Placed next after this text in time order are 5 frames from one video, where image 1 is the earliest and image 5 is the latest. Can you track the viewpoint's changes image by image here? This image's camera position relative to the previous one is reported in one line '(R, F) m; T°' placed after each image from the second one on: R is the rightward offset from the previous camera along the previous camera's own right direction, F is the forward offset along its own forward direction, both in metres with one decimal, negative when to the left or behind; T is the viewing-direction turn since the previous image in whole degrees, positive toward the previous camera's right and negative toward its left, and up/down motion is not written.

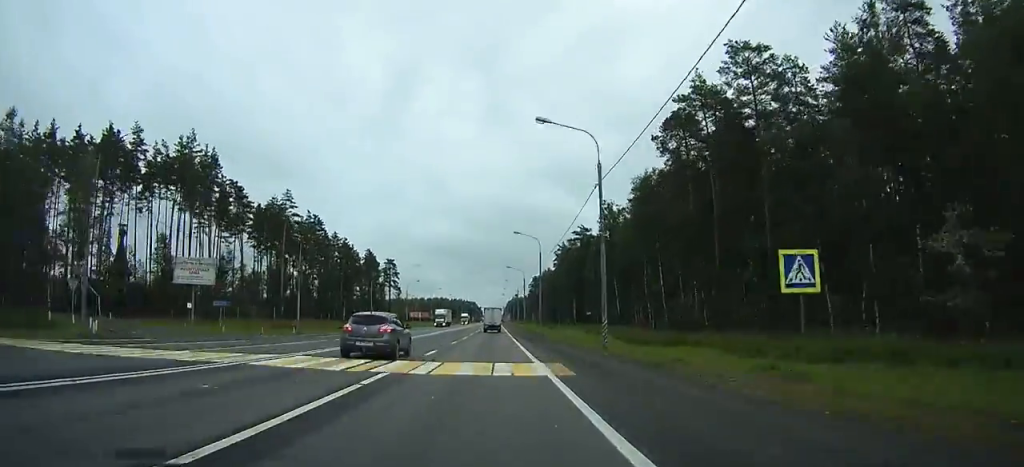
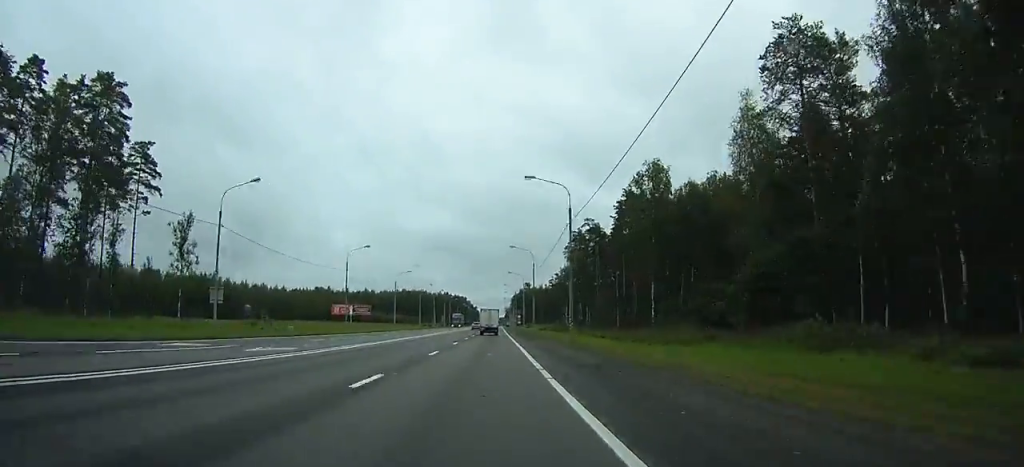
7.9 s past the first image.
(+0.9, +184.5) m; 0°
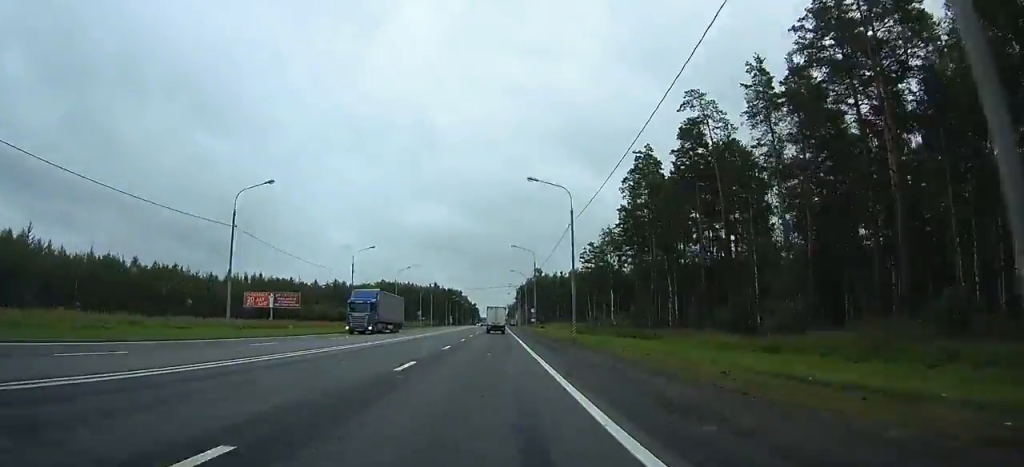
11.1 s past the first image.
(-0.1, +73.2) m; 0°
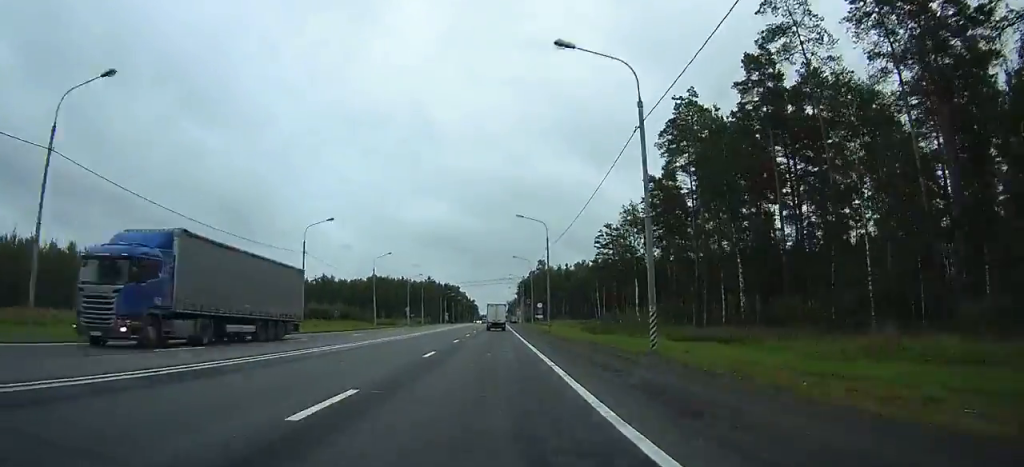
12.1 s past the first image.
(0.0, +19.6) m; 0°
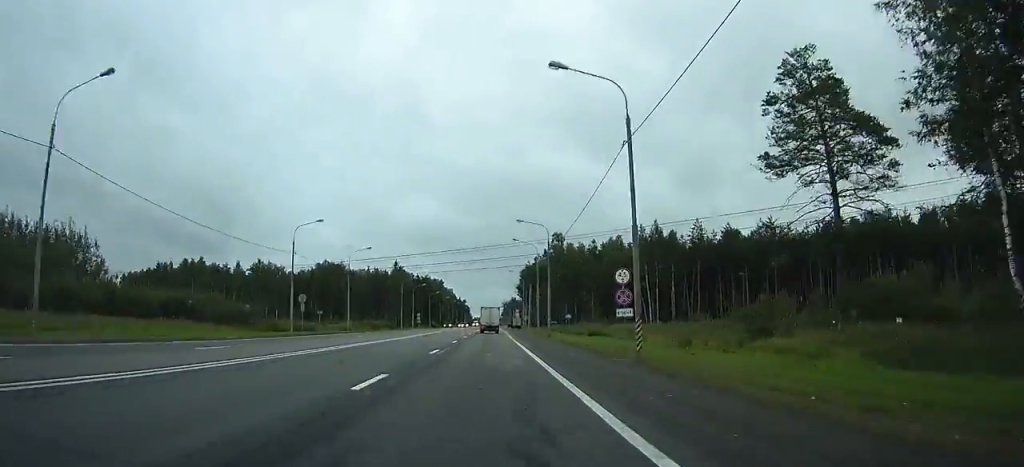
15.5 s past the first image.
(-0.3, +68.0) m; 0°
